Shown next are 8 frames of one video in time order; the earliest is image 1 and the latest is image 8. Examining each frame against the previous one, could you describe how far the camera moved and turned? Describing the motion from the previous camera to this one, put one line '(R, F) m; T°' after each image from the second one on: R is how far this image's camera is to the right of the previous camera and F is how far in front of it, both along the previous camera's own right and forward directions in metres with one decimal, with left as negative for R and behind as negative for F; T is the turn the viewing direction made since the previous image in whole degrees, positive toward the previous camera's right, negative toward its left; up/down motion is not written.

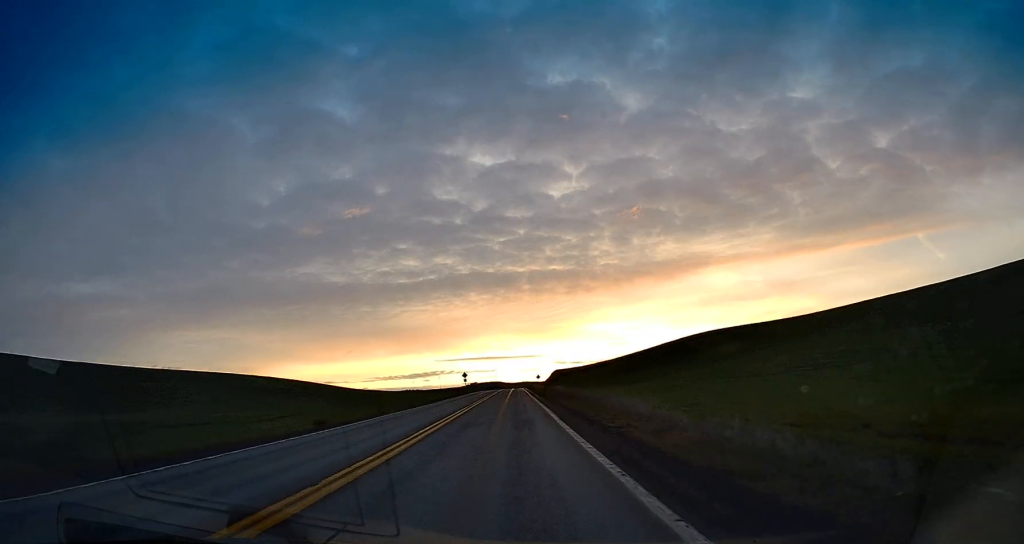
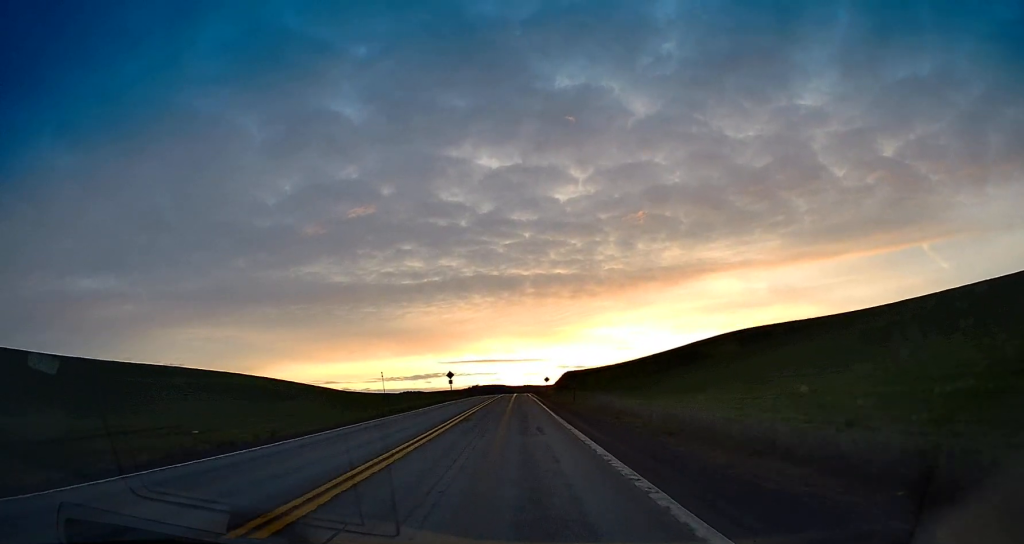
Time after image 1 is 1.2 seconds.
(+0.6, +32.1) m; +1°
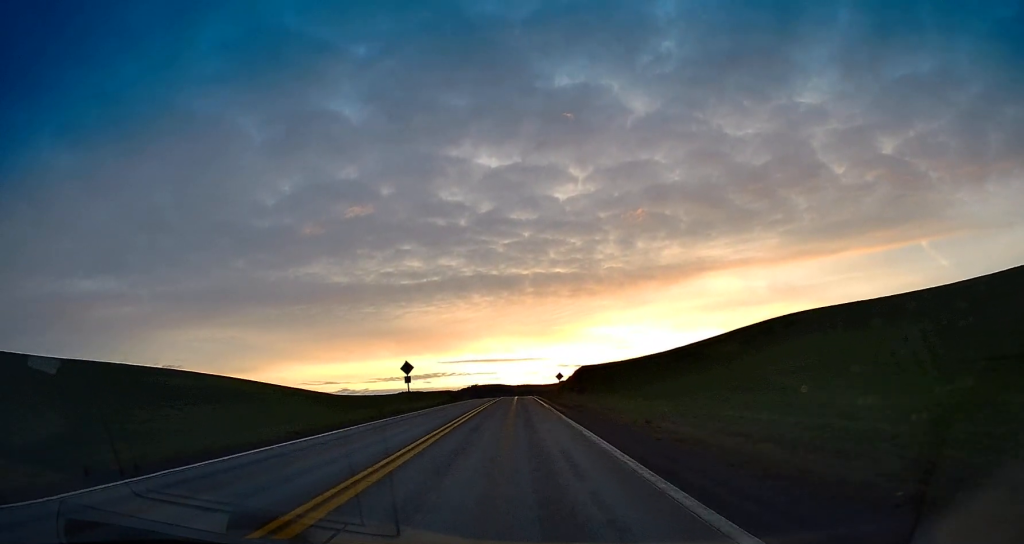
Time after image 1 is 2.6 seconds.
(-0.3, +36.5) m; 0°
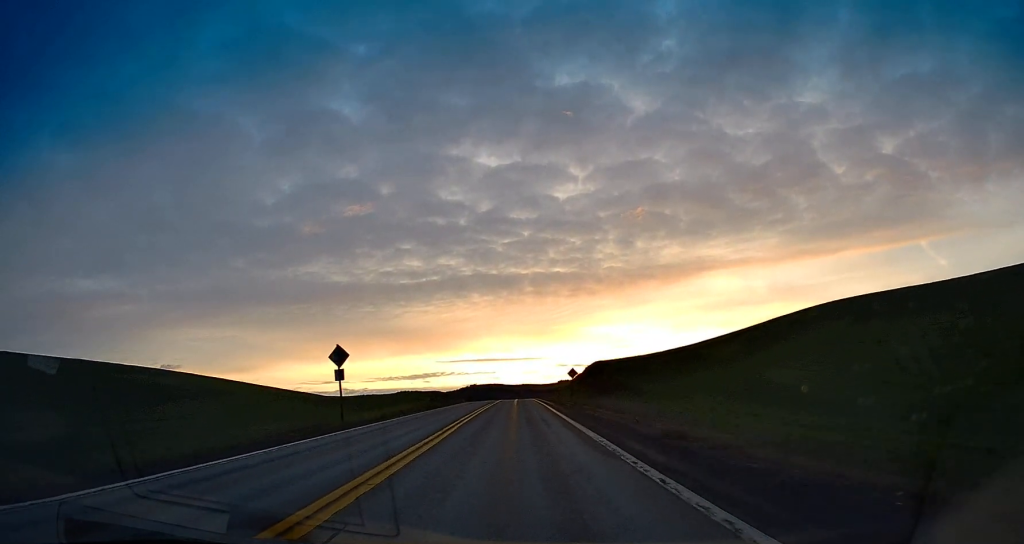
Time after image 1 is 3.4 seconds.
(0.0, +21.3) m; 0°
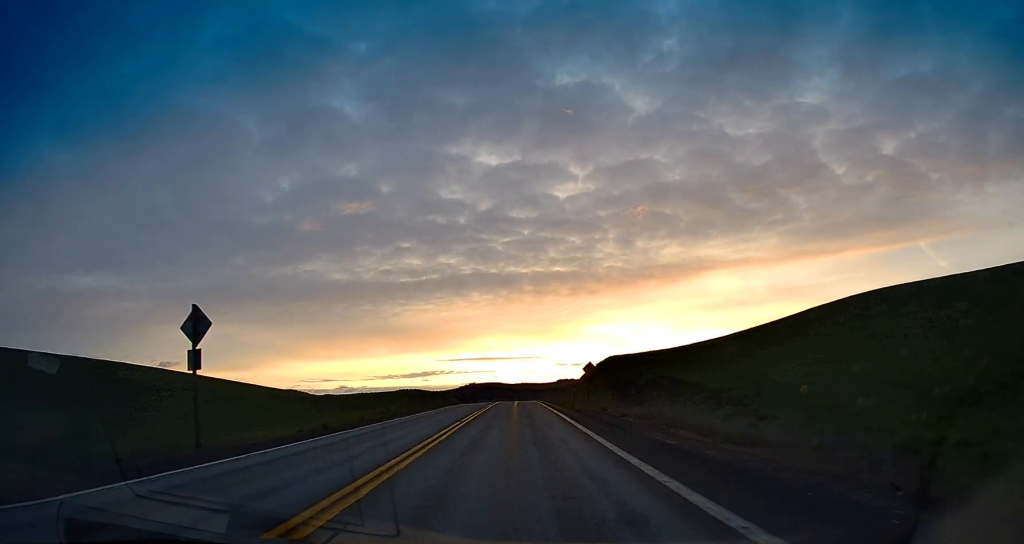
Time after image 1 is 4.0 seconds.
(0.0, +16.0) m; 0°
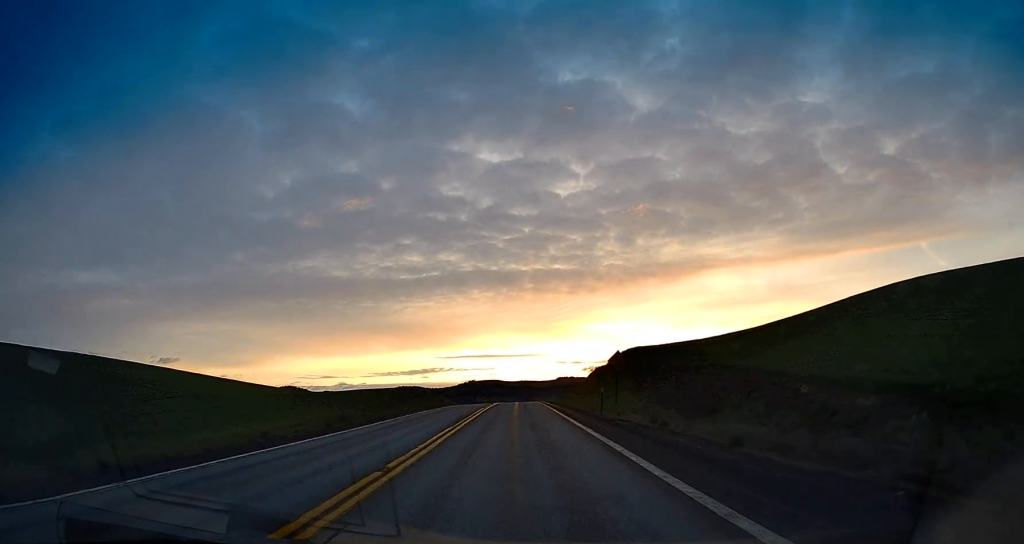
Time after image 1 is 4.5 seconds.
(0.0, +14.2) m; 0°
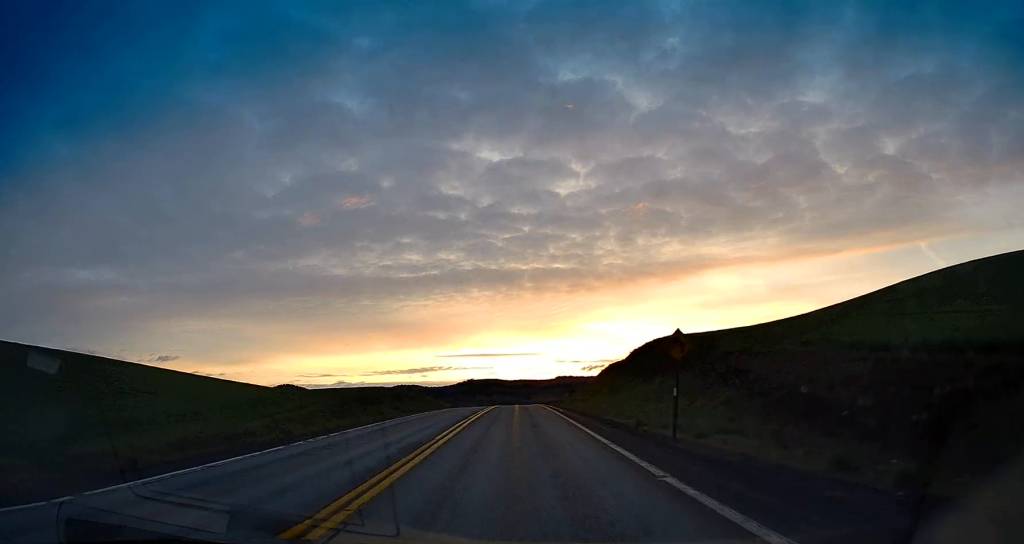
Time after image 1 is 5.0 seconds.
(0.0, +14.2) m; 0°
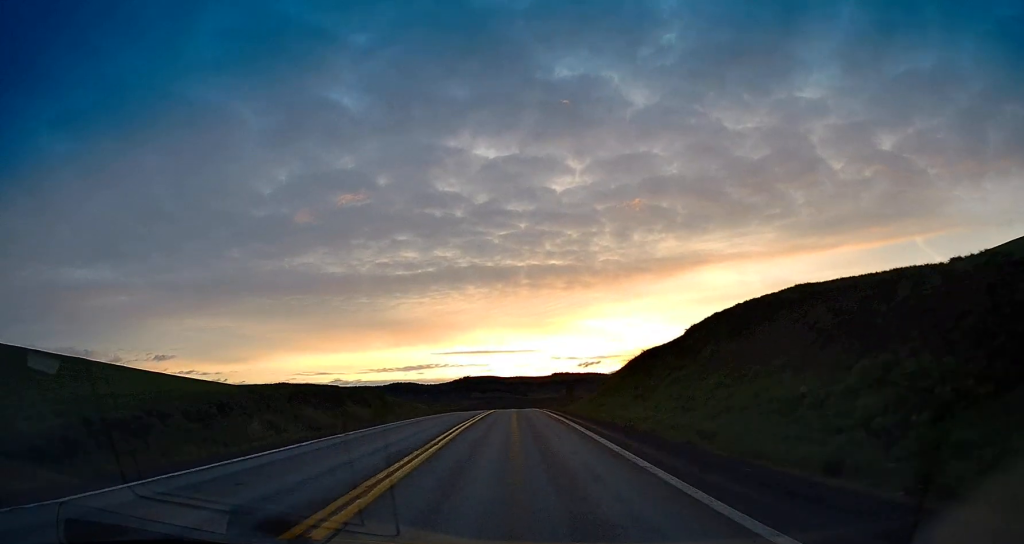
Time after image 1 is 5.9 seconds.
(-0.1, +23.2) m; 0°
